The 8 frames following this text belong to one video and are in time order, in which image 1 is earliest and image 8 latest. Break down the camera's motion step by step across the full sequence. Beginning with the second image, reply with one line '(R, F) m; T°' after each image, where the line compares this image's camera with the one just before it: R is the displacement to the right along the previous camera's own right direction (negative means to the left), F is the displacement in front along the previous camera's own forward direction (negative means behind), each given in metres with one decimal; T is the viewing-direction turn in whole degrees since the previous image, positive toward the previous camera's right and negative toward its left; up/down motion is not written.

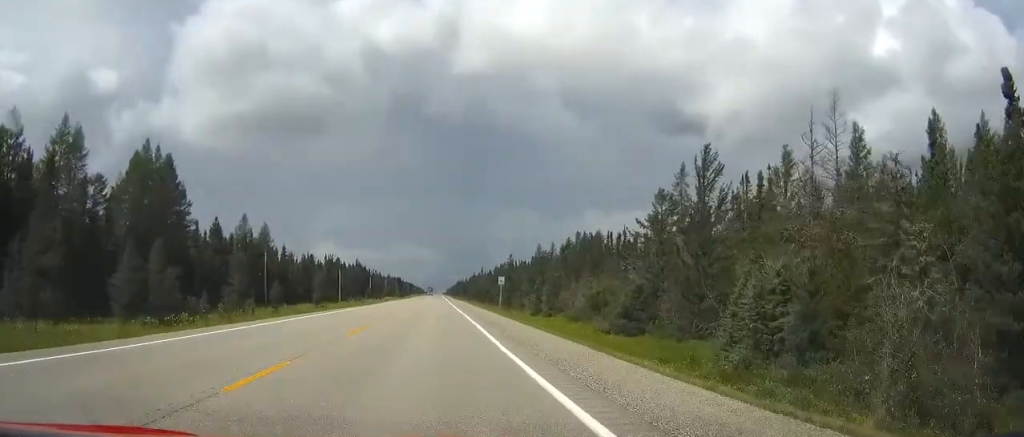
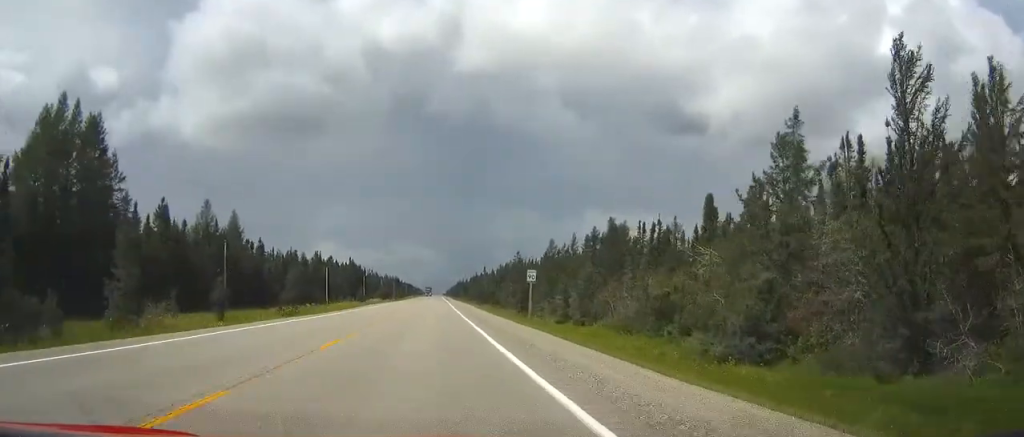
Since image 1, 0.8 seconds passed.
(0.0, +22.8) m; 0°
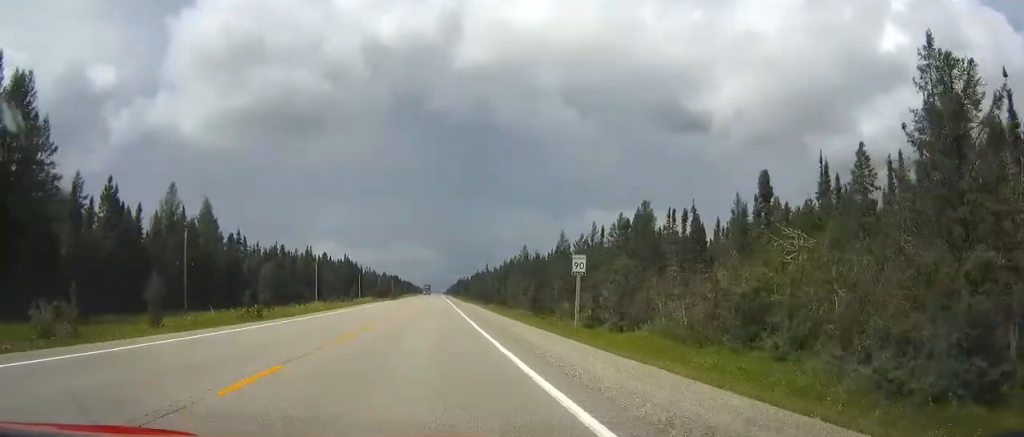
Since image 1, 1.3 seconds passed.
(0.0, +15.8) m; 0°
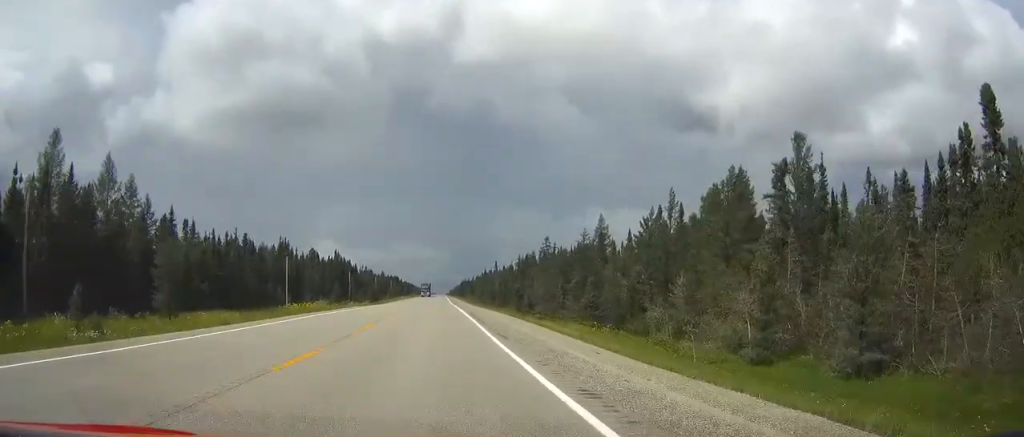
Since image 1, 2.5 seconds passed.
(0.0, +35.7) m; 0°
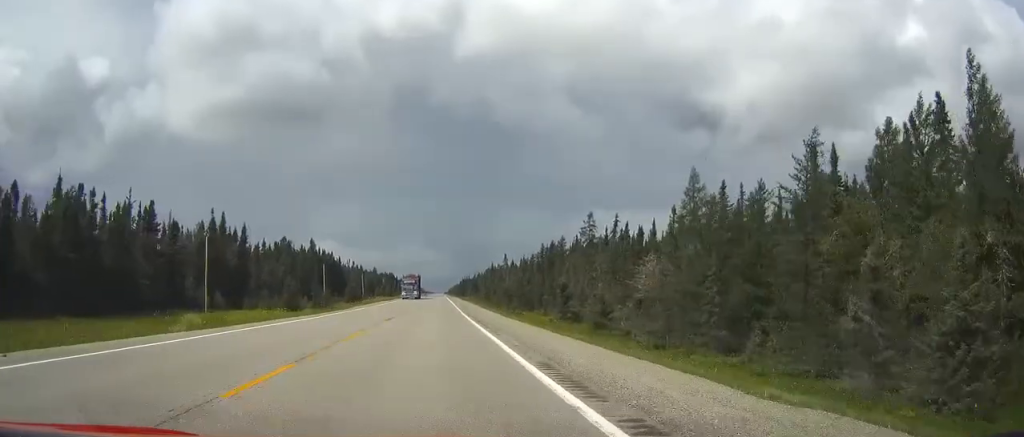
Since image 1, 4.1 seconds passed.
(0.0, +46.7) m; 0°
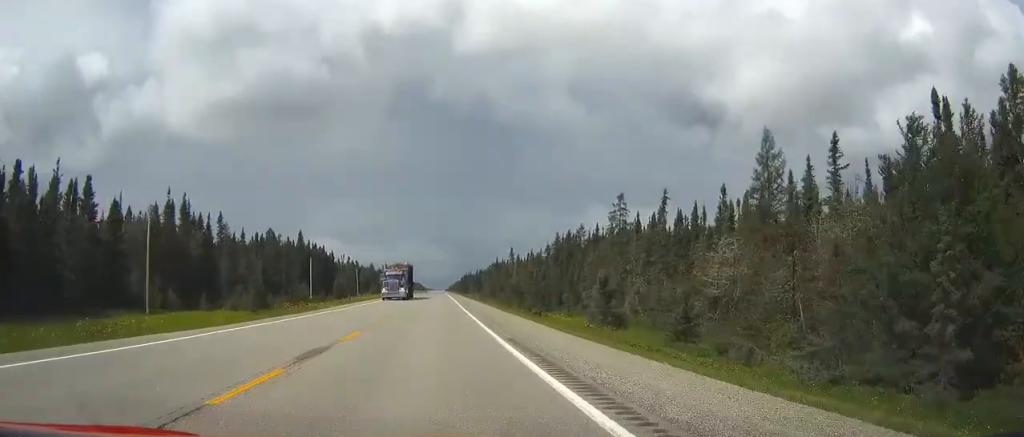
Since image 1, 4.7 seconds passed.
(0.0, +18.9) m; 0°
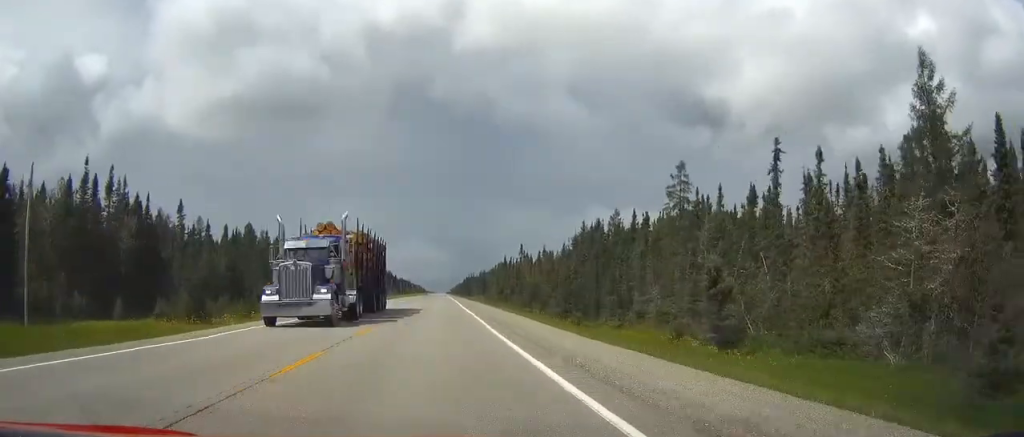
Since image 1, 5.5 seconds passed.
(0.0, +23.9) m; 0°
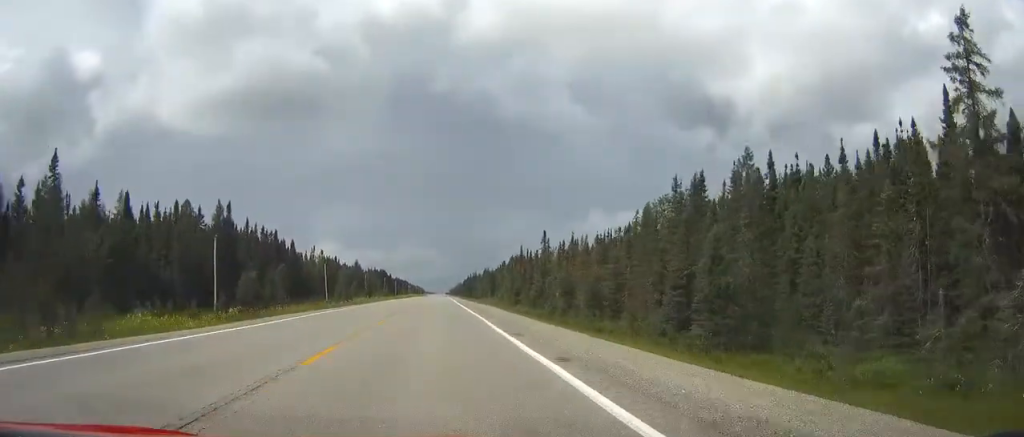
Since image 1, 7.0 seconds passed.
(-0.1, +45.0) m; 0°
